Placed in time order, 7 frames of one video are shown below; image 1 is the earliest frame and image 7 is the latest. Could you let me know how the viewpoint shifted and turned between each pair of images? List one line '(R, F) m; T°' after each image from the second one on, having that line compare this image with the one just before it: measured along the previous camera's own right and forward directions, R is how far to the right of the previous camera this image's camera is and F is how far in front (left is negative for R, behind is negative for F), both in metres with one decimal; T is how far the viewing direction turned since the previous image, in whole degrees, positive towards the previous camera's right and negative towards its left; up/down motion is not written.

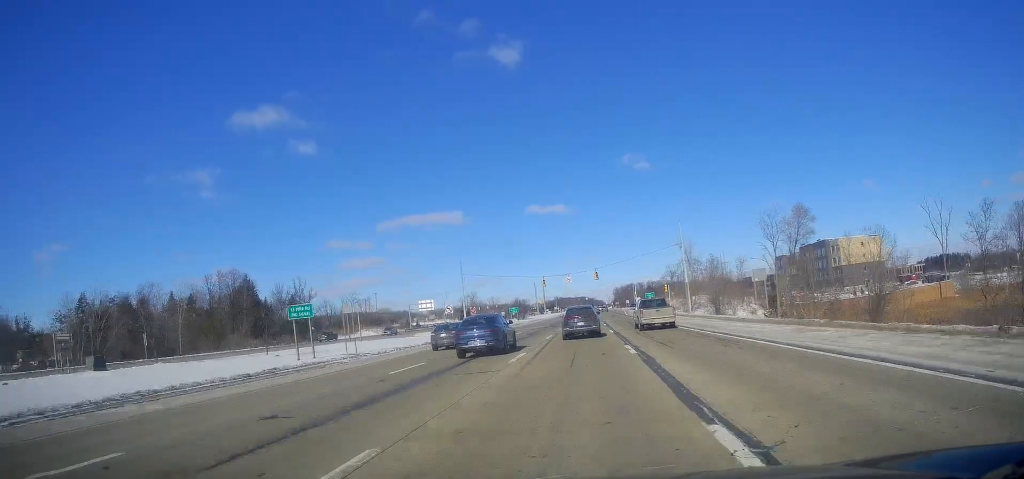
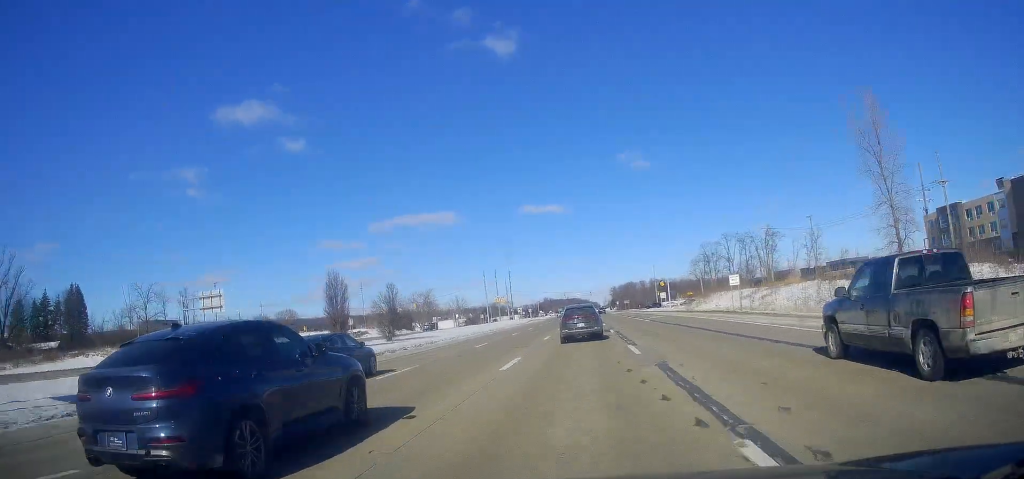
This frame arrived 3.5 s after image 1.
(-0.2, +111.4) m; 0°
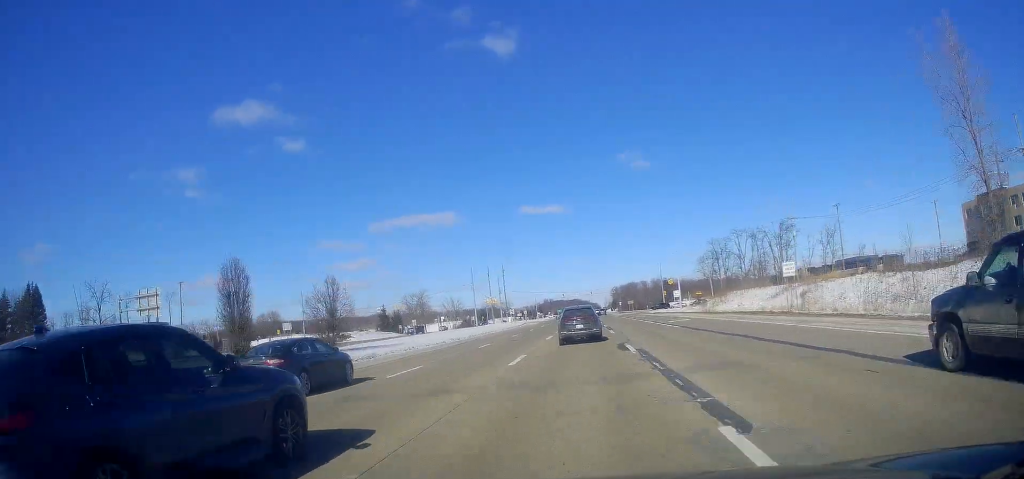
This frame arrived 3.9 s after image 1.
(+0.2, +14.9) m; 0°
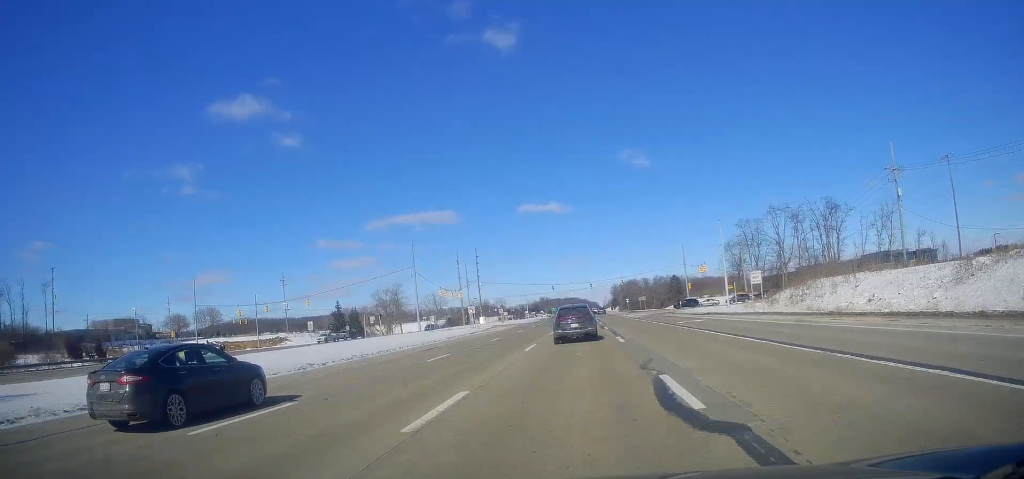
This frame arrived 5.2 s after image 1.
(0.0, +40.3) m; +1°
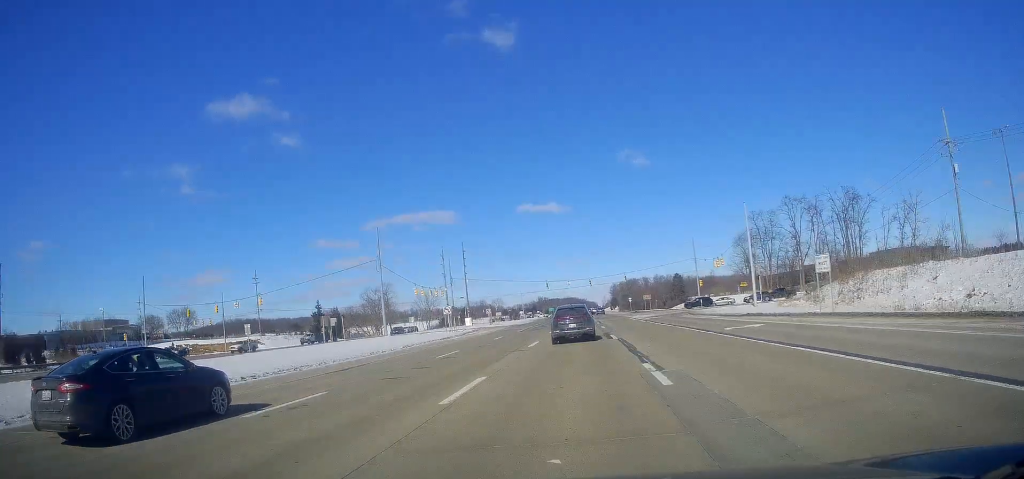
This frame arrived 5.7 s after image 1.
(+0.3, +13.1) m; 0°
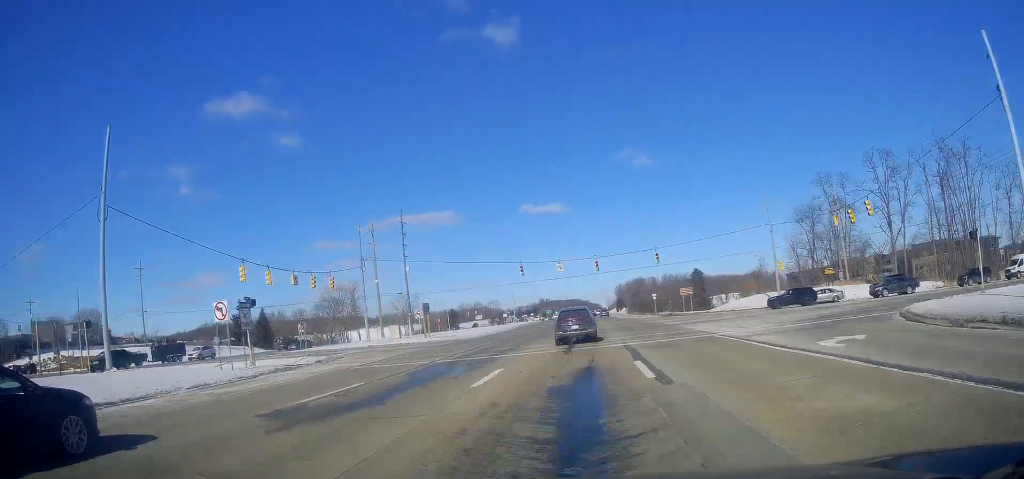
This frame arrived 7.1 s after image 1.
(-0.3, +43.5) m; -1°
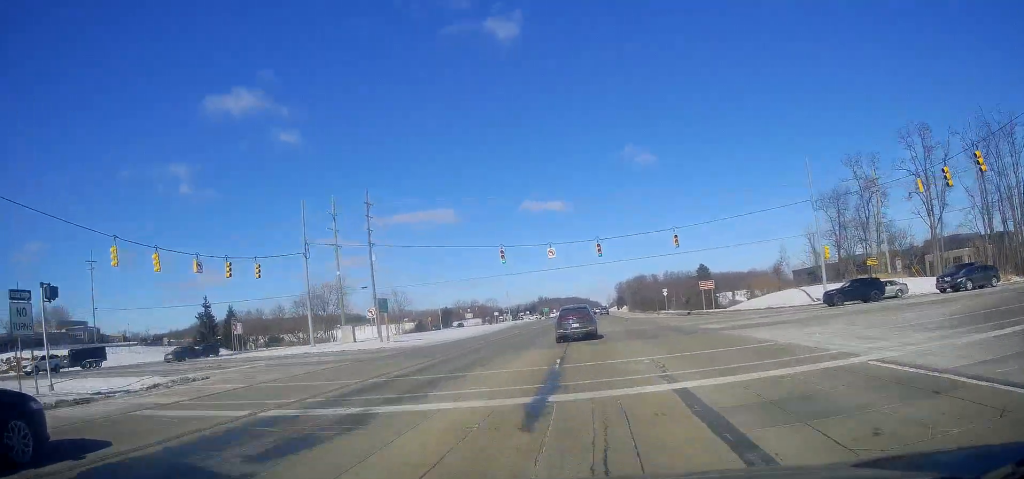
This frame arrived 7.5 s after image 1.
(-0.2, +13.0) m; 0°
